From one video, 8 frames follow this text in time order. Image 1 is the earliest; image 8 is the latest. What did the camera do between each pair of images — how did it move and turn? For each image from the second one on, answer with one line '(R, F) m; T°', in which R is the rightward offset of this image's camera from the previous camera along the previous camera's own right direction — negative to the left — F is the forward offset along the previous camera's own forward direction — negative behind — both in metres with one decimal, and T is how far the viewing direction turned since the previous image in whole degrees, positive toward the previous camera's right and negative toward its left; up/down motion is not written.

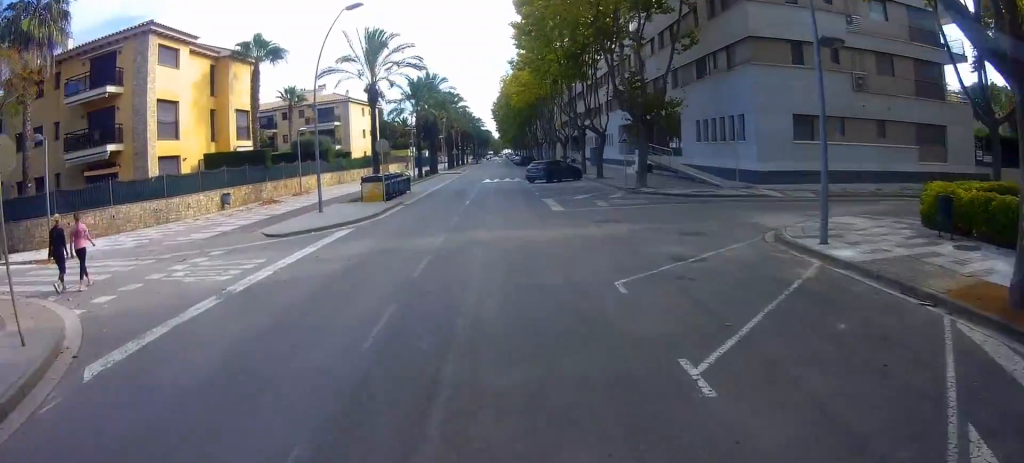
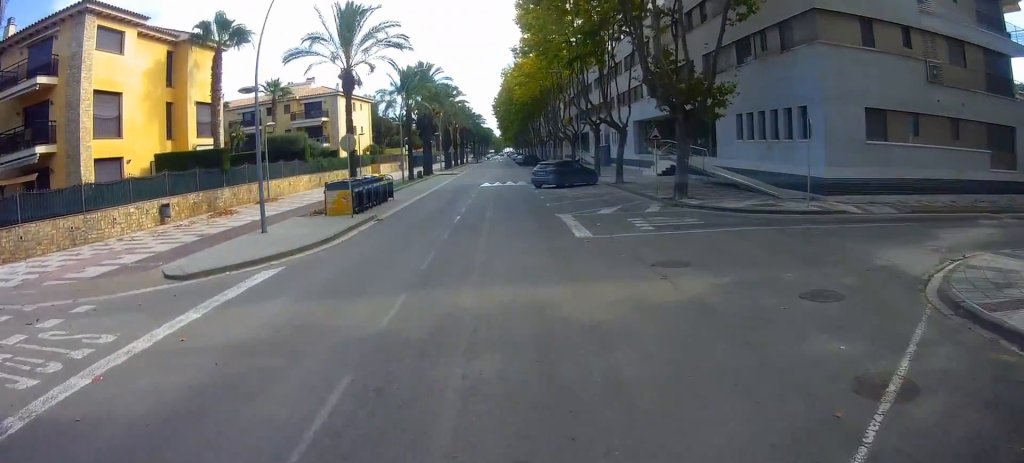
(0.0, +5.5) m; 0°
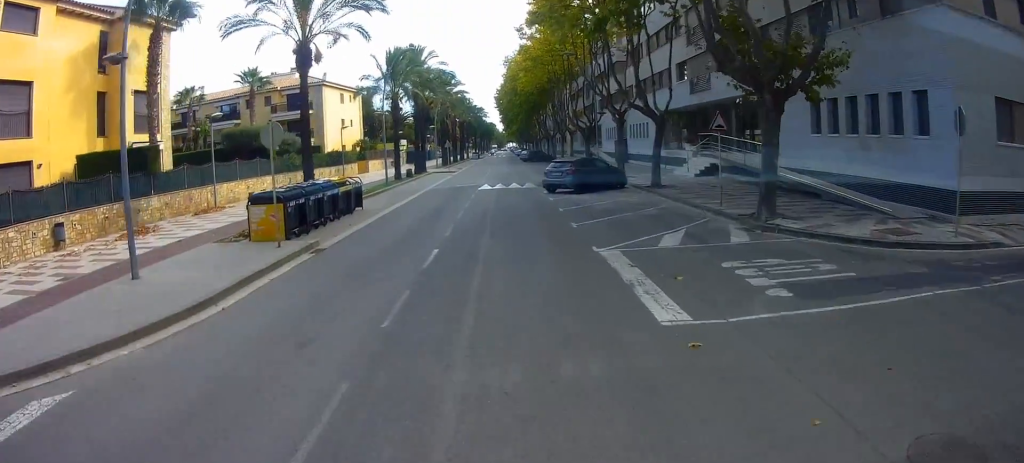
(0.0, +6.6) m; 0°
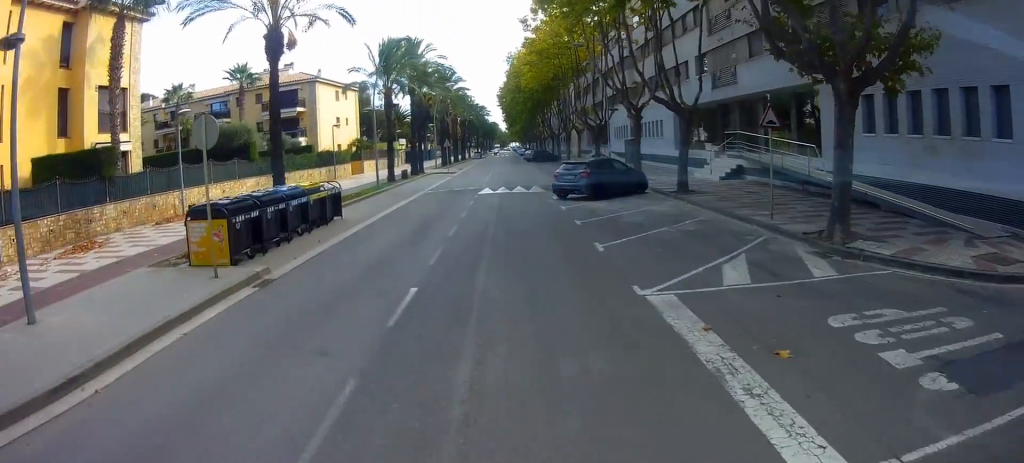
(0.0, +3.1) m; 0°
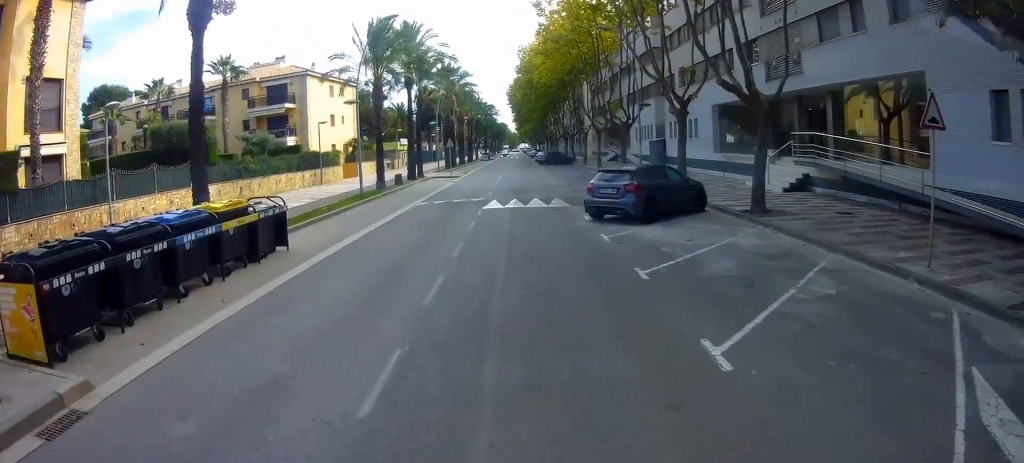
(0.0, +5.7) m; 0°
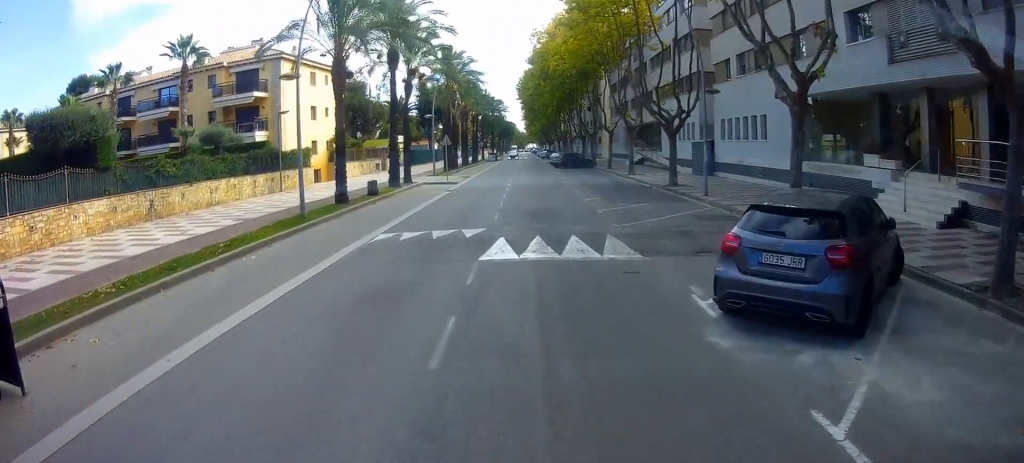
(0.0, +9.1) m; -2°
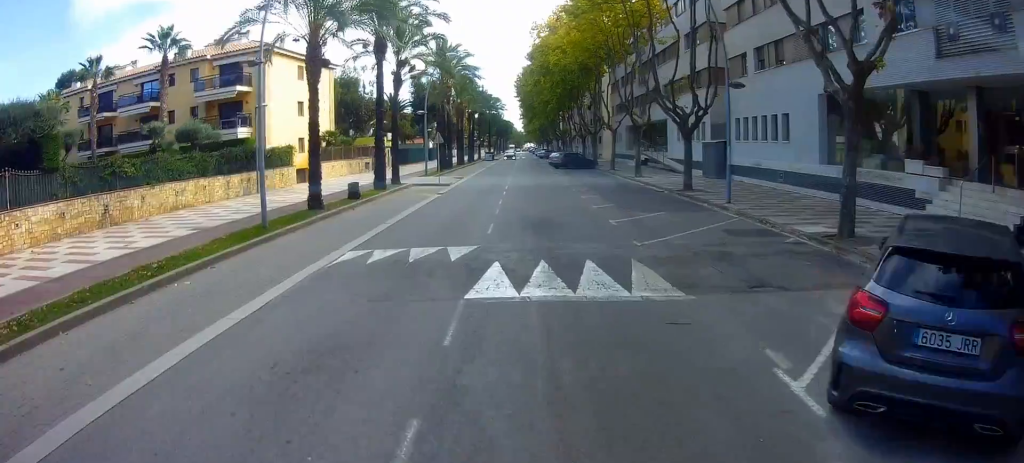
(+0.1, +2.8) m; -2°
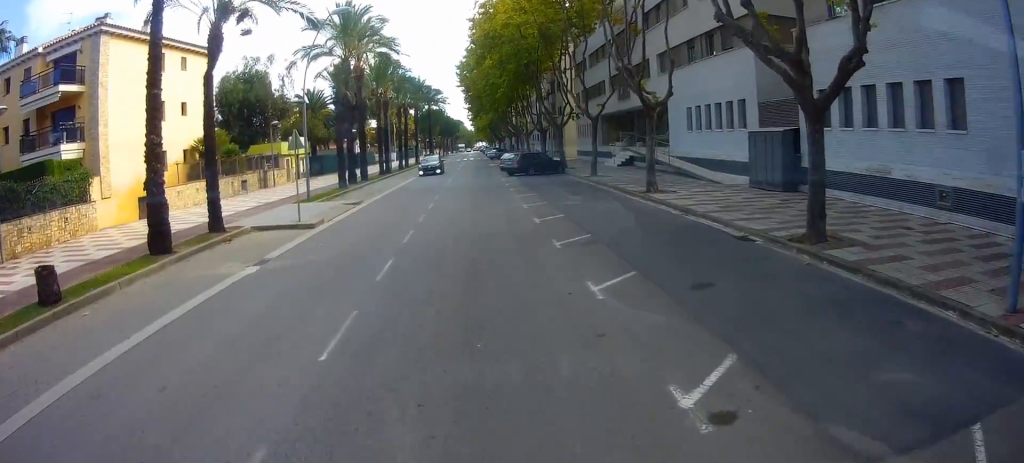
(-0.4, +16.1) m; 0°
